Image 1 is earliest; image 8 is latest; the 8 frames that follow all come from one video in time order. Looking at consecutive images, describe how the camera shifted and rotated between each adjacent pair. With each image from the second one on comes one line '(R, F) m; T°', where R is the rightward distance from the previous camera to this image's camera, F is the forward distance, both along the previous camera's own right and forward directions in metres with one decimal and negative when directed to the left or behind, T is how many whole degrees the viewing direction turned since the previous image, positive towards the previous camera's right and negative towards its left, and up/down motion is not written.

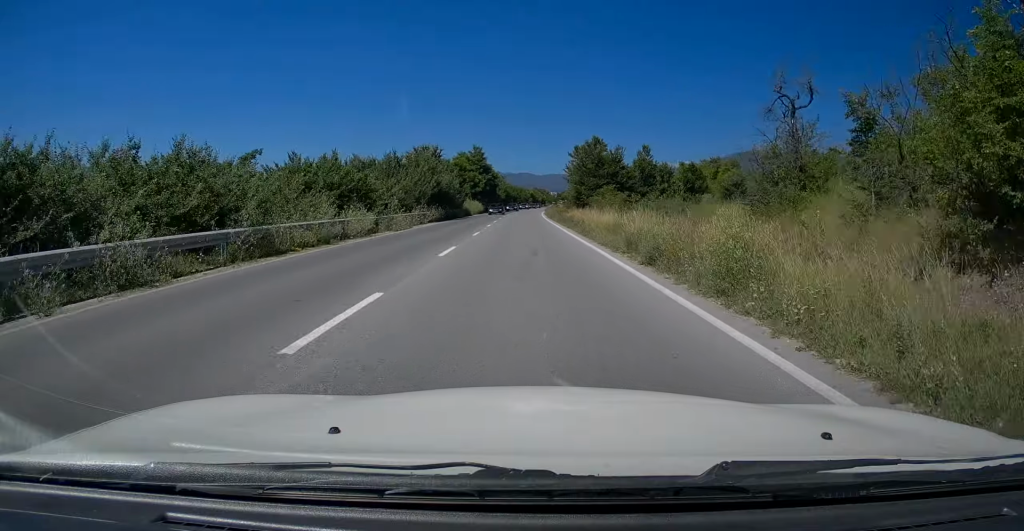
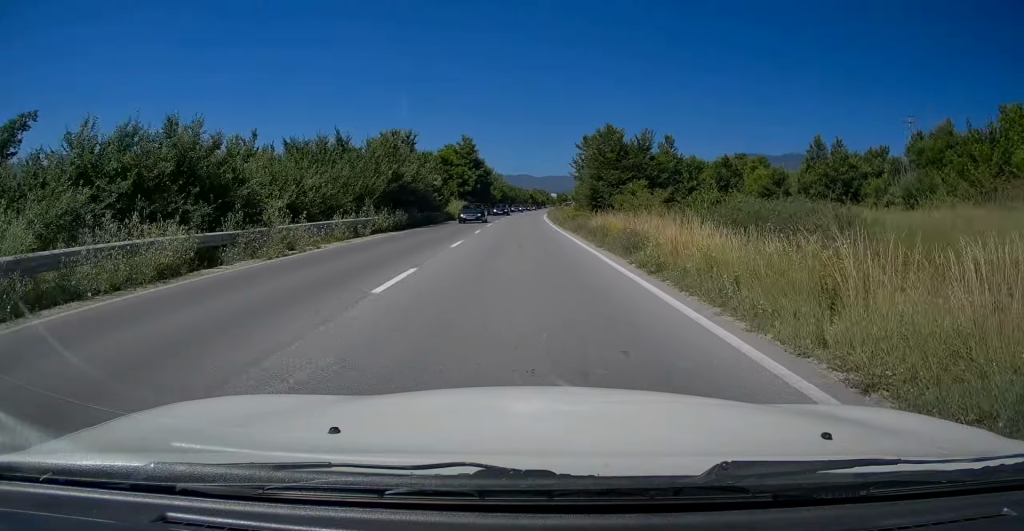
(0.0, +14.8) m; 0°
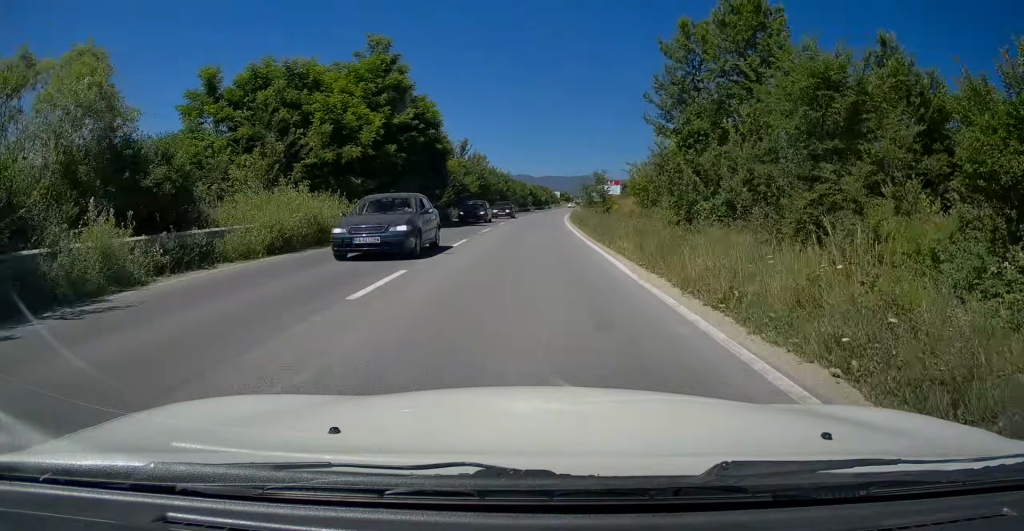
(0.0, +46.3) m; +1°
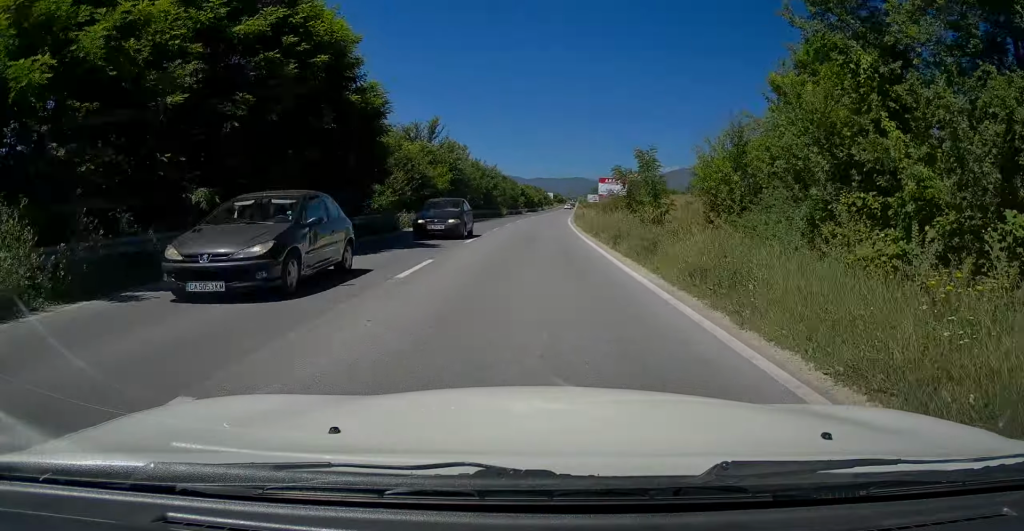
(+0.2, +15.8) m; +1°
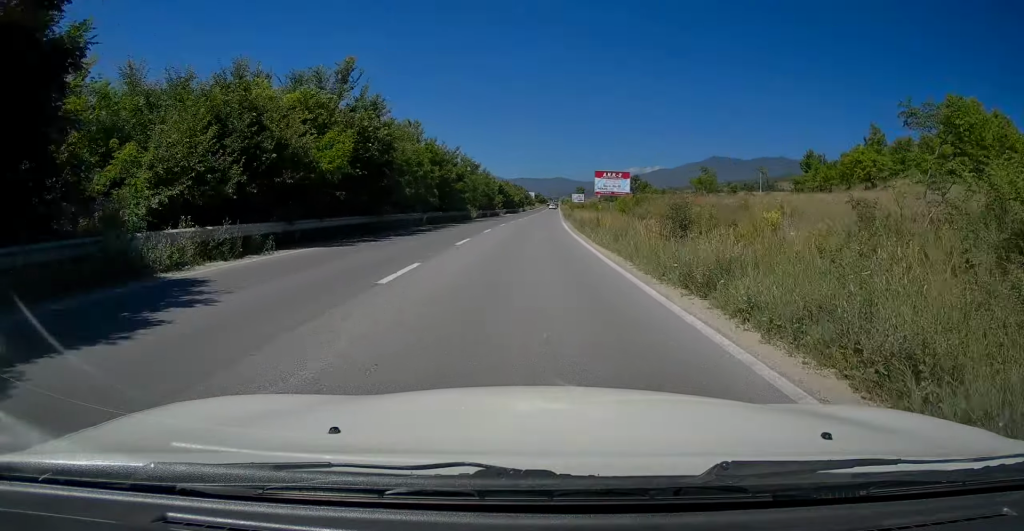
(+0.3, +18.7) m; +1°
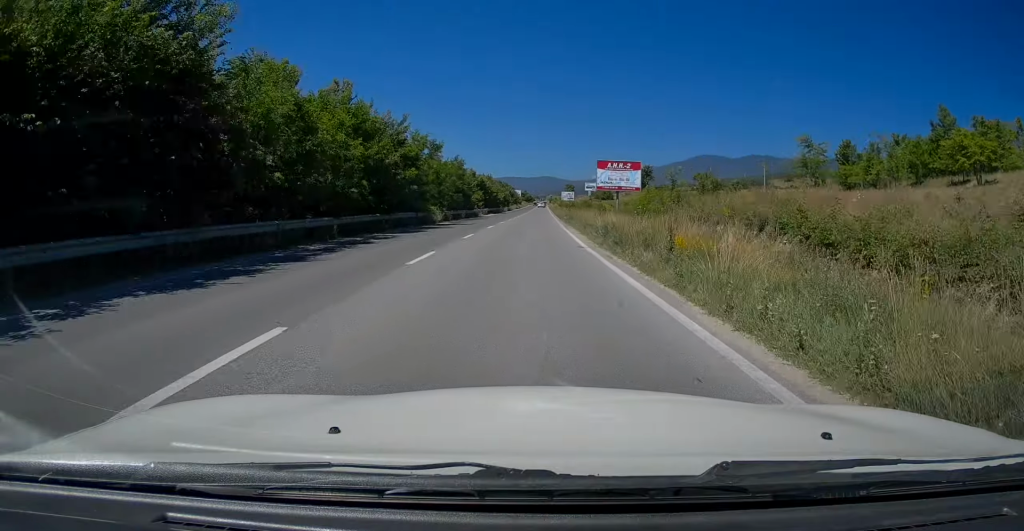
(0.0, +15.2) m; 0°
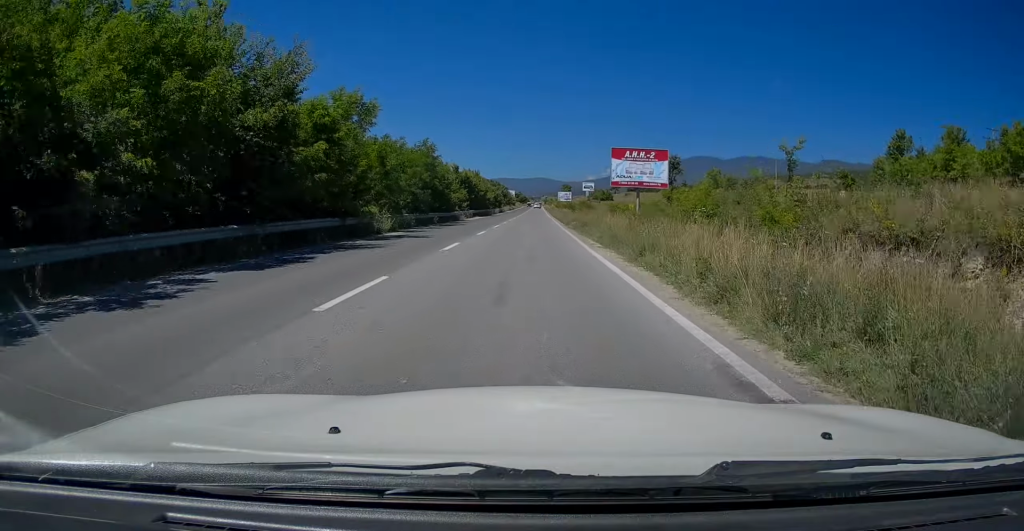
(0.0, +14.0) m; +1°
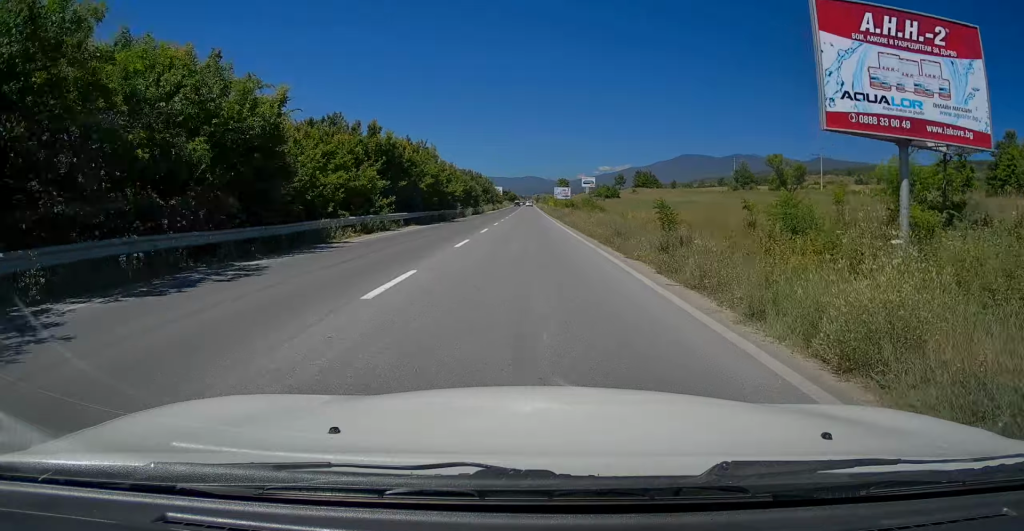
(+0.6, +34.7) m; +2°
